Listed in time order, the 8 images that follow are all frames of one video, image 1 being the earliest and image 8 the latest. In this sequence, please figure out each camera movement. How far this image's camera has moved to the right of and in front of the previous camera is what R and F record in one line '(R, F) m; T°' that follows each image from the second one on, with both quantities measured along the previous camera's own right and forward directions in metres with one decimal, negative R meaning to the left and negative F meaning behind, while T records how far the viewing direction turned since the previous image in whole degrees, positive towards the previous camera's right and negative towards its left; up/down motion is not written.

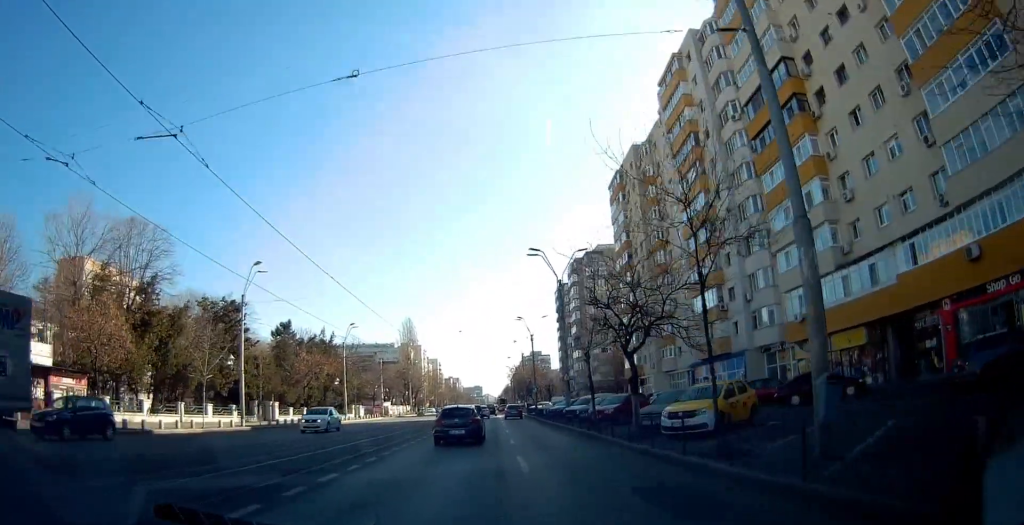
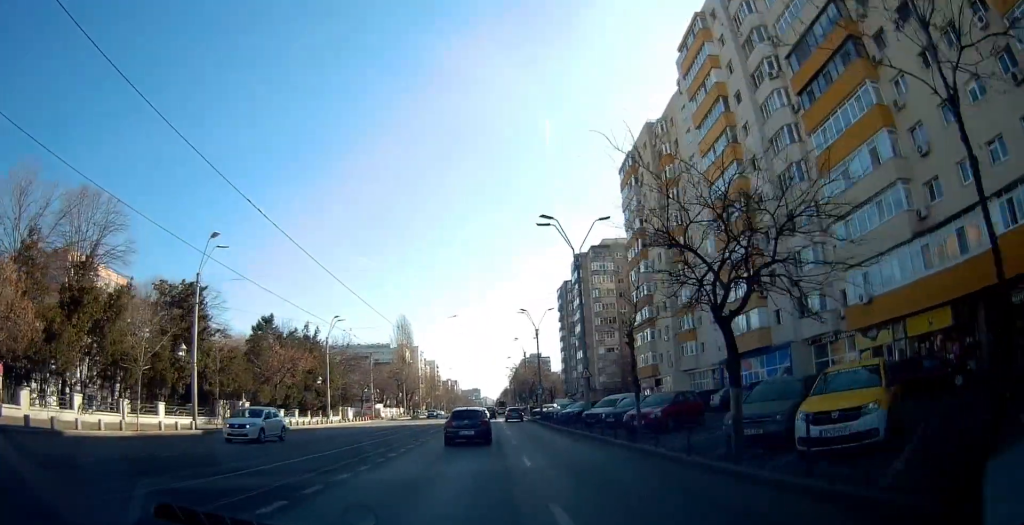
(0.0, +7.1) m; -1°
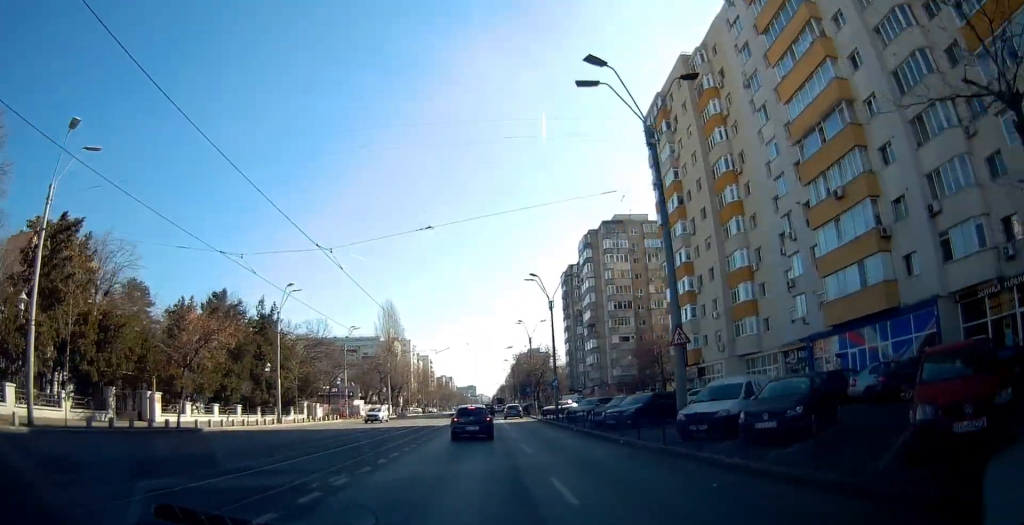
(-0.2, +15.0) m; 0°
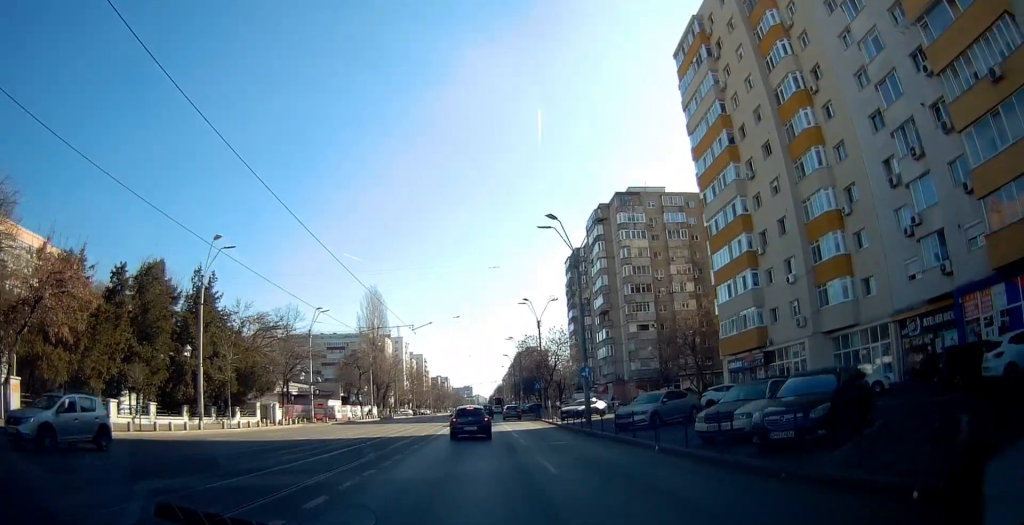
(+0.3, +14.2) m; +1°
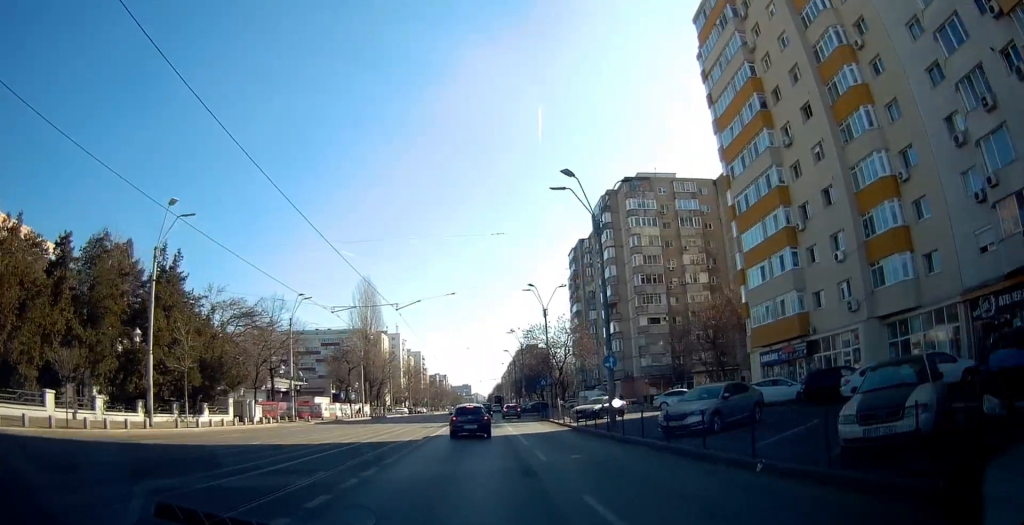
(0.0, +6.1) m; 0°
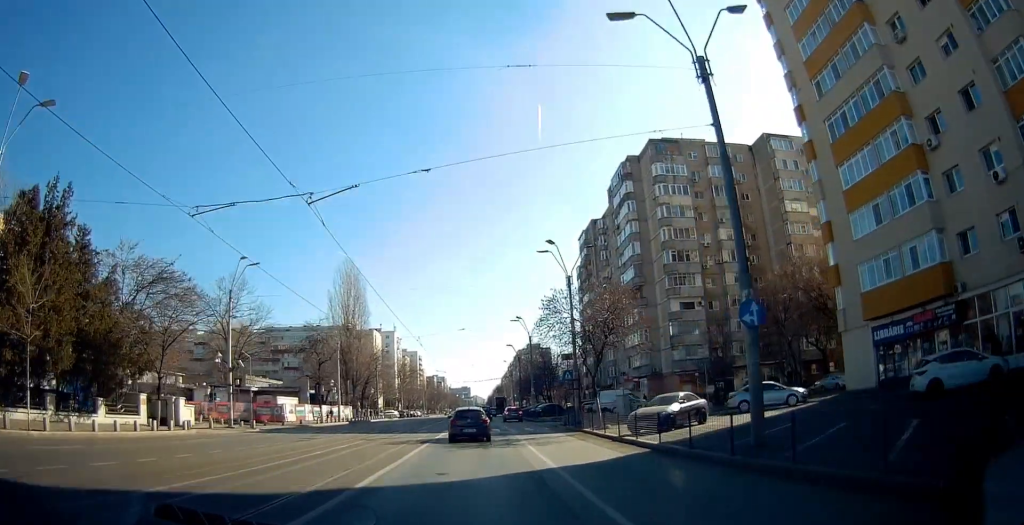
(+0.2, +14.0) m; +1°
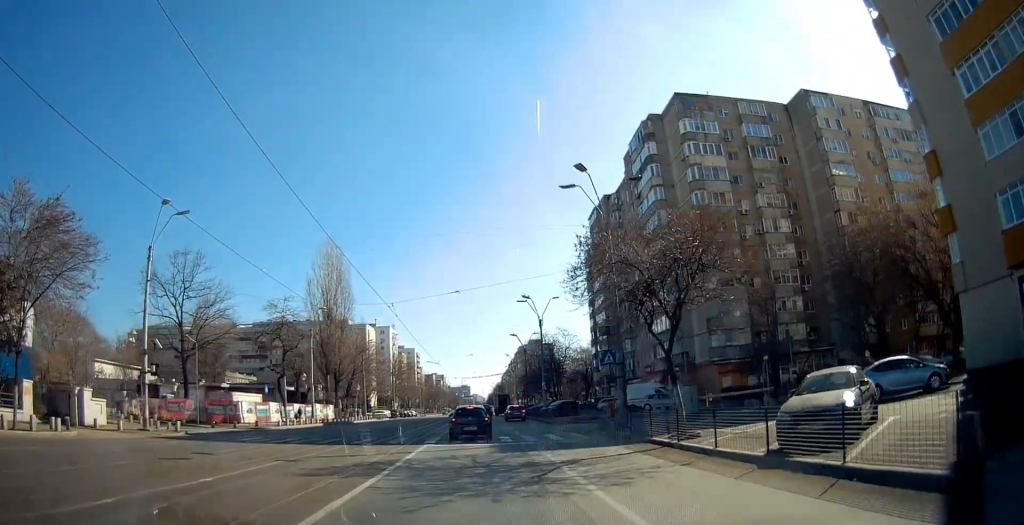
(-0.1, +11.3) m; -3°
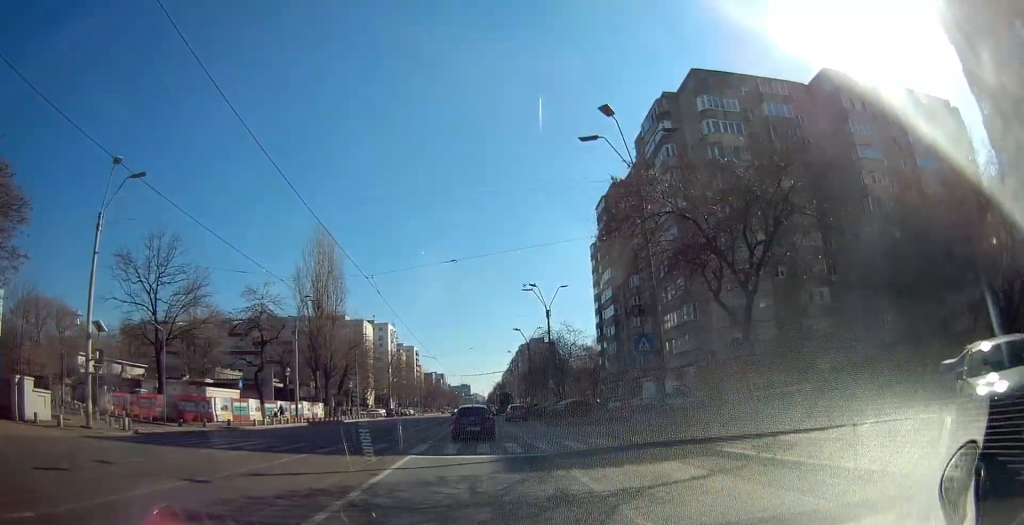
(-0.1, +5.2) m; 0°
